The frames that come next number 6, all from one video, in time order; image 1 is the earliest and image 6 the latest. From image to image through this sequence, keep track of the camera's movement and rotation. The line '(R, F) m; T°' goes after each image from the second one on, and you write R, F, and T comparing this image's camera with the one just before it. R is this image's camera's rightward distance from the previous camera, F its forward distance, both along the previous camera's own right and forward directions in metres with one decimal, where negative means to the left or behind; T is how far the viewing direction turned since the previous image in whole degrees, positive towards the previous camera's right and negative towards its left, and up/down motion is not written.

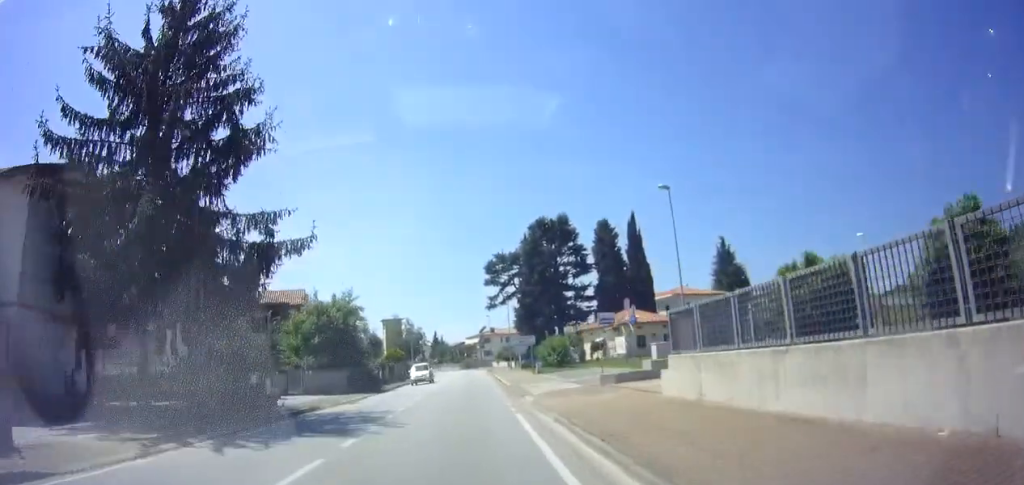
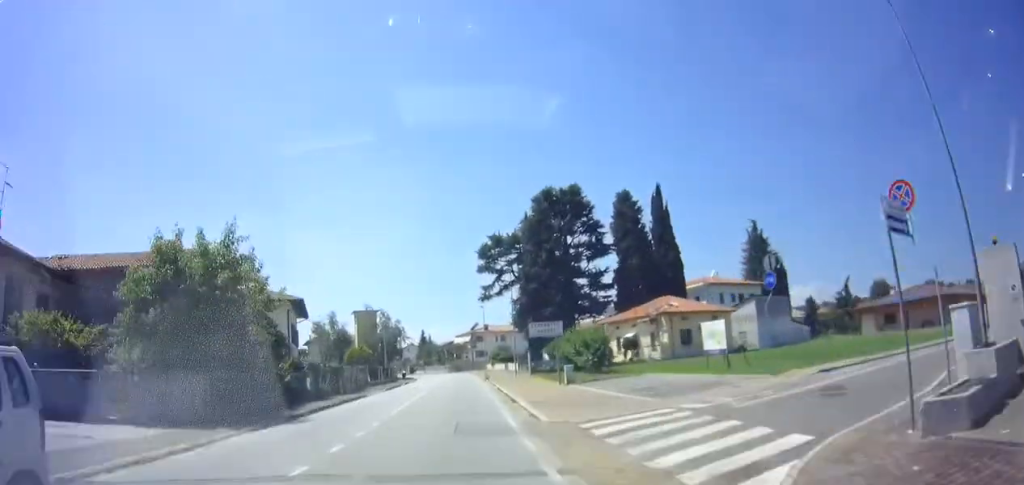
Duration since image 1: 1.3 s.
(+0.4, +17.7) m; +1°
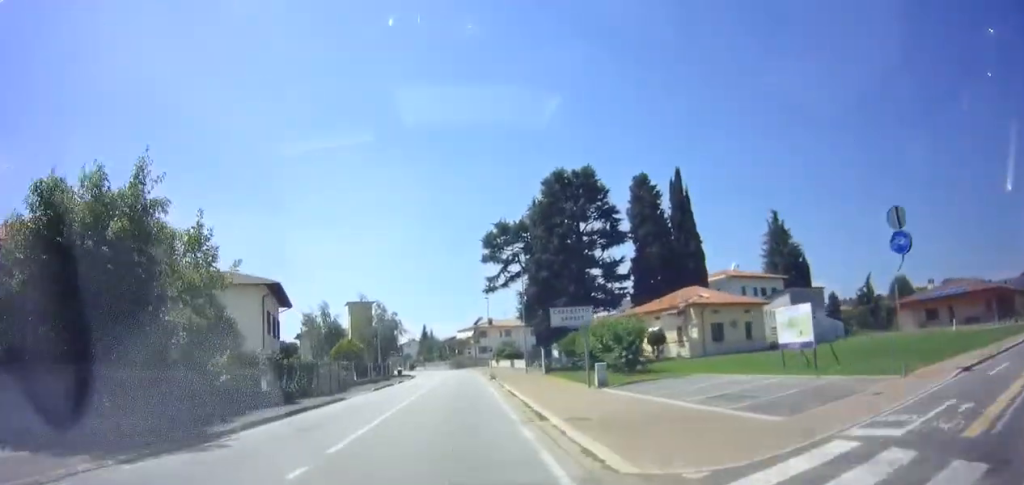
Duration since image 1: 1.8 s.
(0.0, +6.2) m; 0°
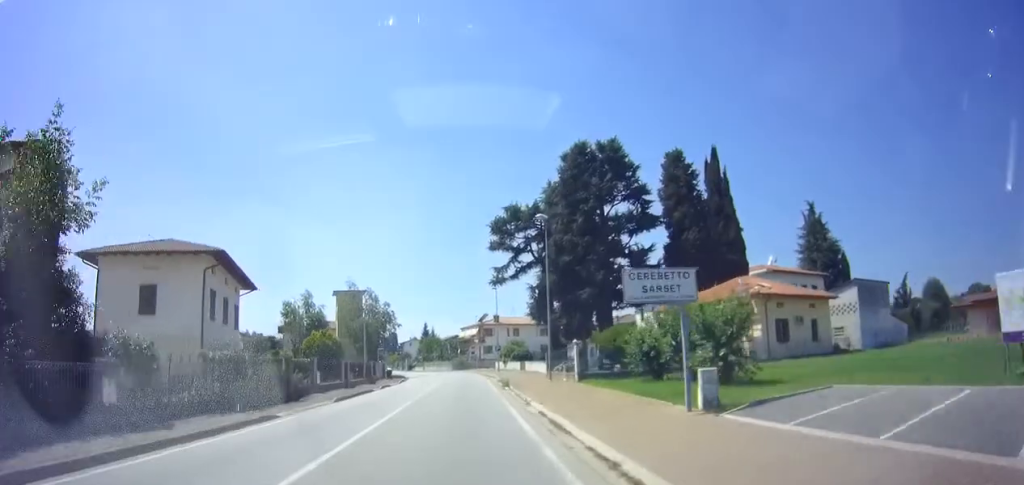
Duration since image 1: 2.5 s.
(0.0, +9.7) m; 0°
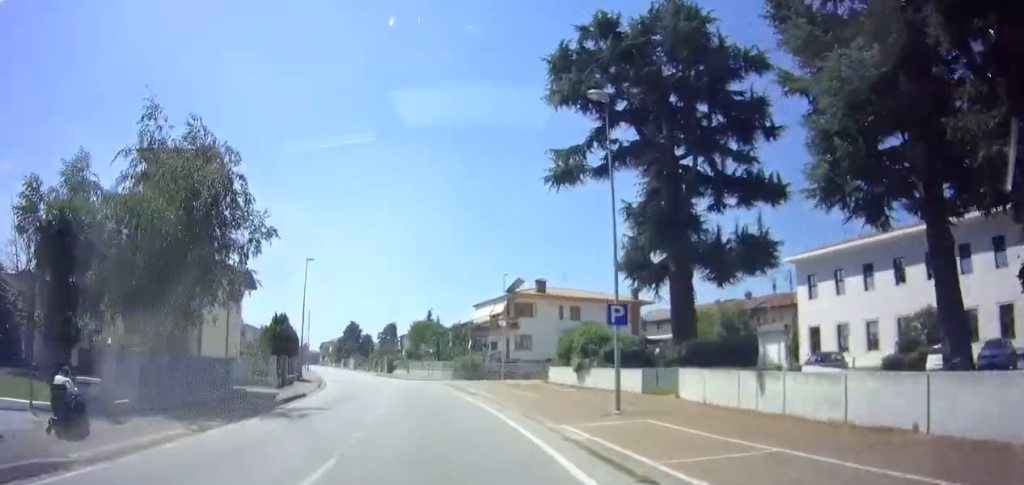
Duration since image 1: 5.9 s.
(-2.0, +43.6) m; -9°
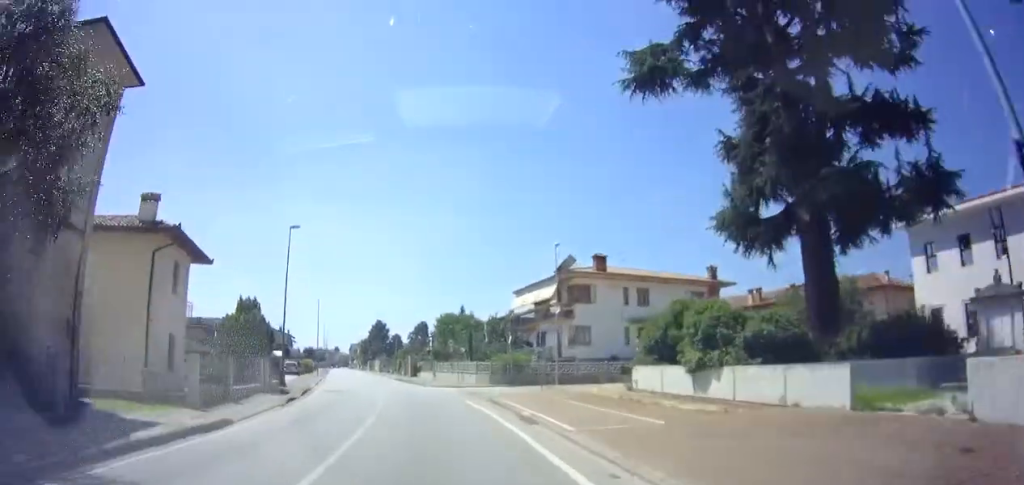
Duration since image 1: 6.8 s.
(+0.1, +11.2) m; -4°
